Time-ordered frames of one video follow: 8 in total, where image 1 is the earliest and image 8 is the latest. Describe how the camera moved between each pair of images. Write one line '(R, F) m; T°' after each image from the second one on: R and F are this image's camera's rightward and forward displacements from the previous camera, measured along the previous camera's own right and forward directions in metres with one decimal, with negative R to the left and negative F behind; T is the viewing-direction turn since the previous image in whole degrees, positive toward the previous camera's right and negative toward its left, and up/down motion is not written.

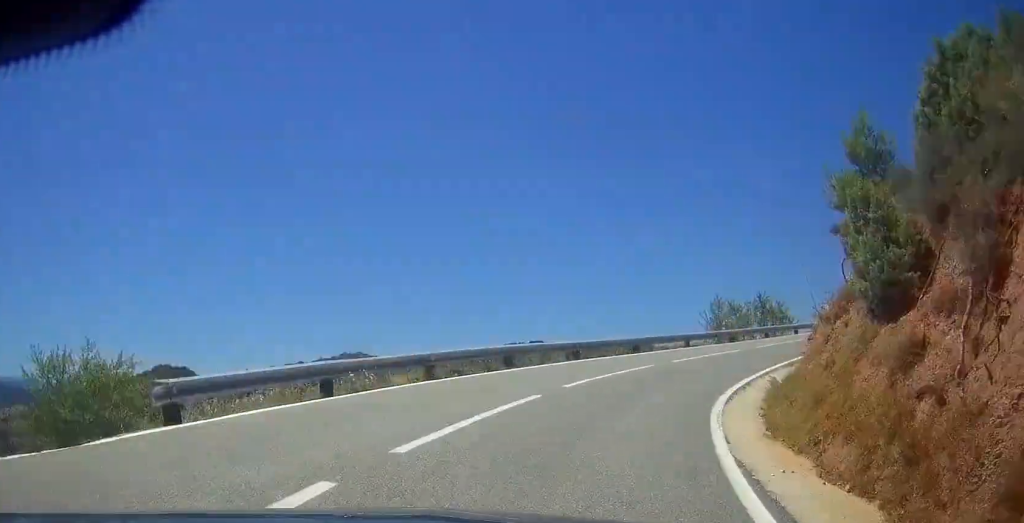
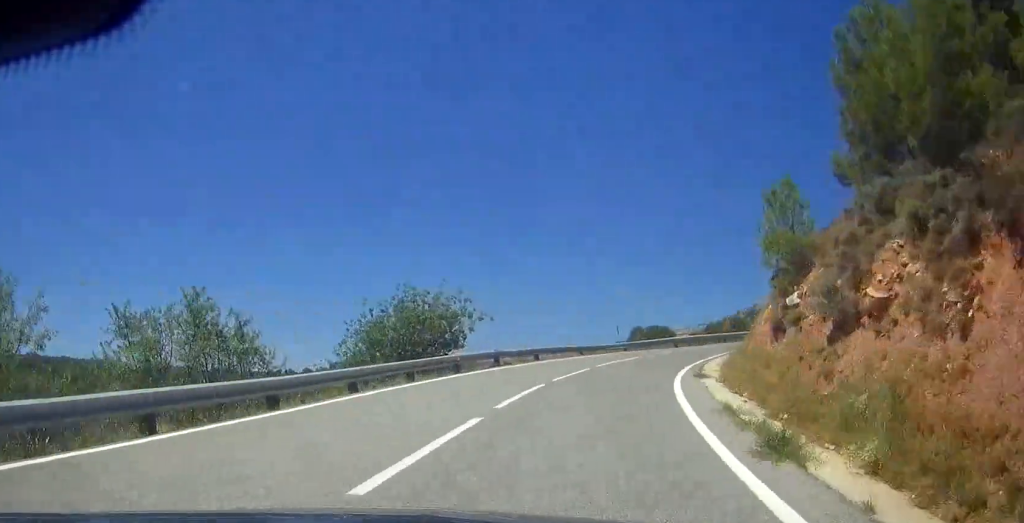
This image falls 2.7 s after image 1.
(+3.0, +27.6) m; +28°
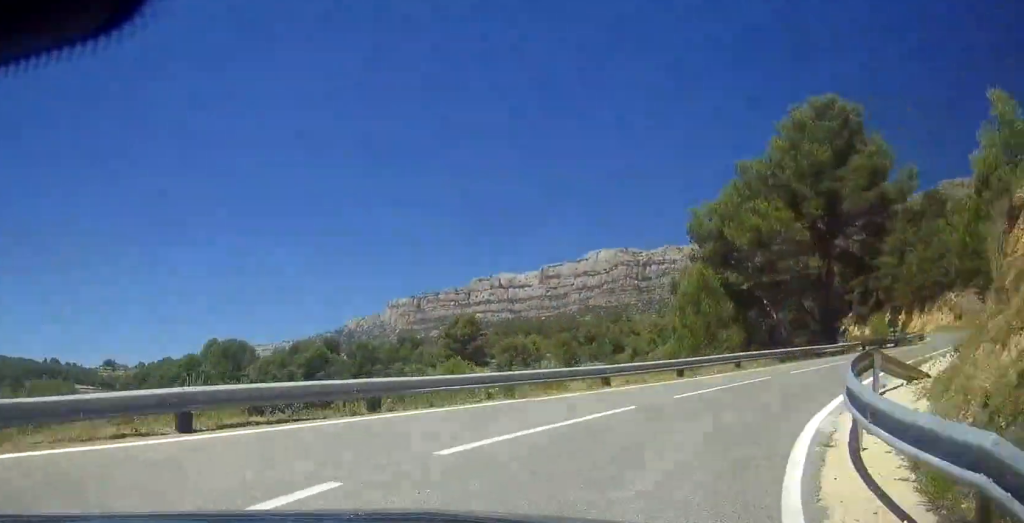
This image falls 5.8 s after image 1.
(+11.4, +28.1) m; +32°
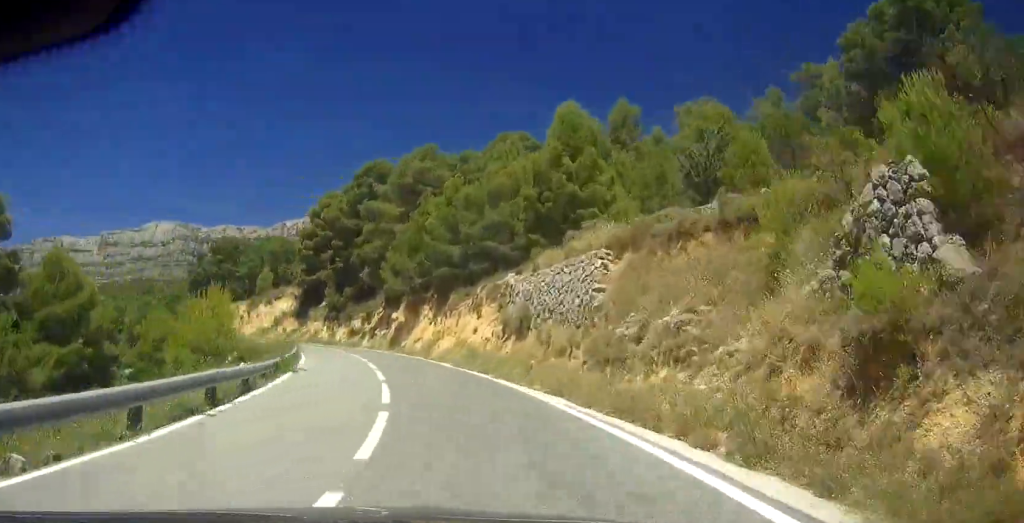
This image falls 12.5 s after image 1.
(+20.1, +67.1) m; +12°
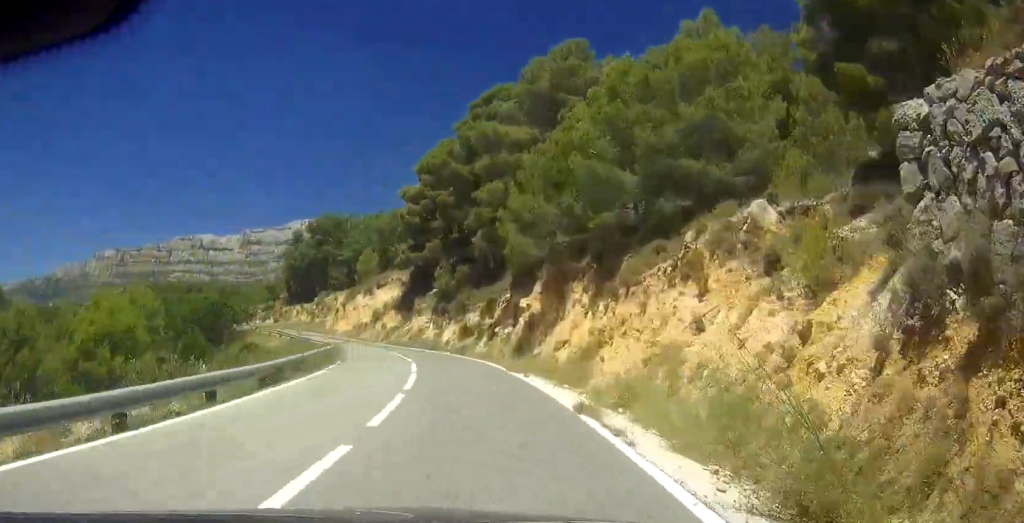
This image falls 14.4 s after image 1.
(-1.7, +22.8) m; -5°
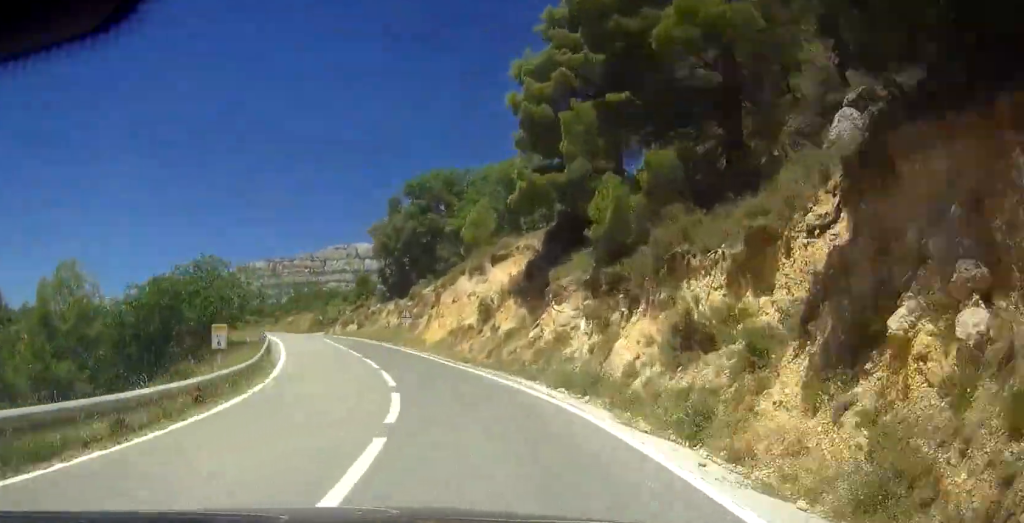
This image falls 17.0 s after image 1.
(-0.7, +33.0) m; -9°
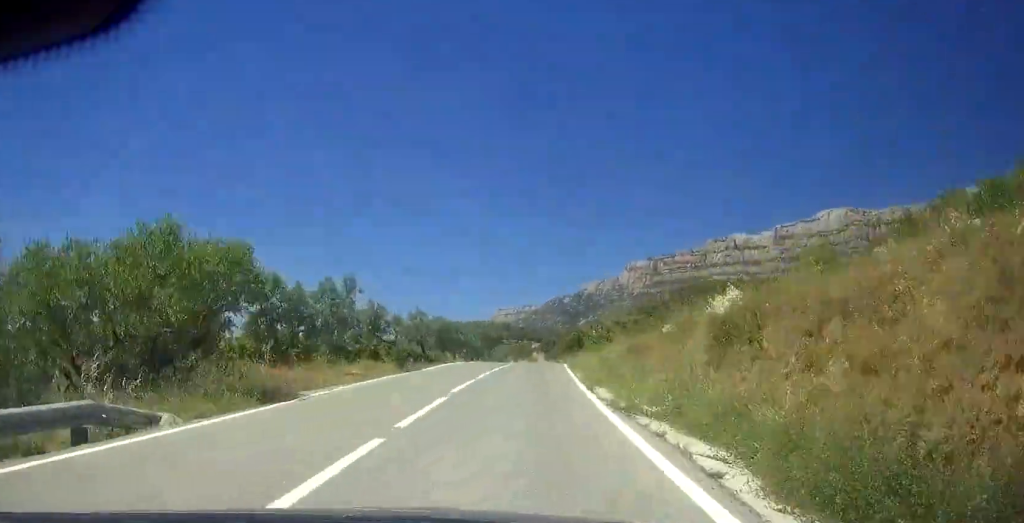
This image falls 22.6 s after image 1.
(-15.3, +73.7) m; -19°
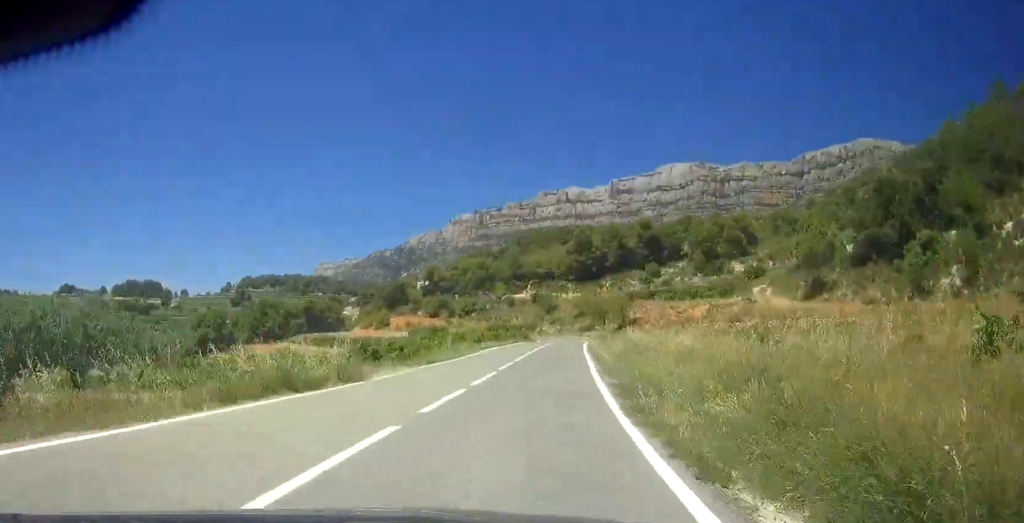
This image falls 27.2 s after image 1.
(+1.7, +67.0) m; +7°
